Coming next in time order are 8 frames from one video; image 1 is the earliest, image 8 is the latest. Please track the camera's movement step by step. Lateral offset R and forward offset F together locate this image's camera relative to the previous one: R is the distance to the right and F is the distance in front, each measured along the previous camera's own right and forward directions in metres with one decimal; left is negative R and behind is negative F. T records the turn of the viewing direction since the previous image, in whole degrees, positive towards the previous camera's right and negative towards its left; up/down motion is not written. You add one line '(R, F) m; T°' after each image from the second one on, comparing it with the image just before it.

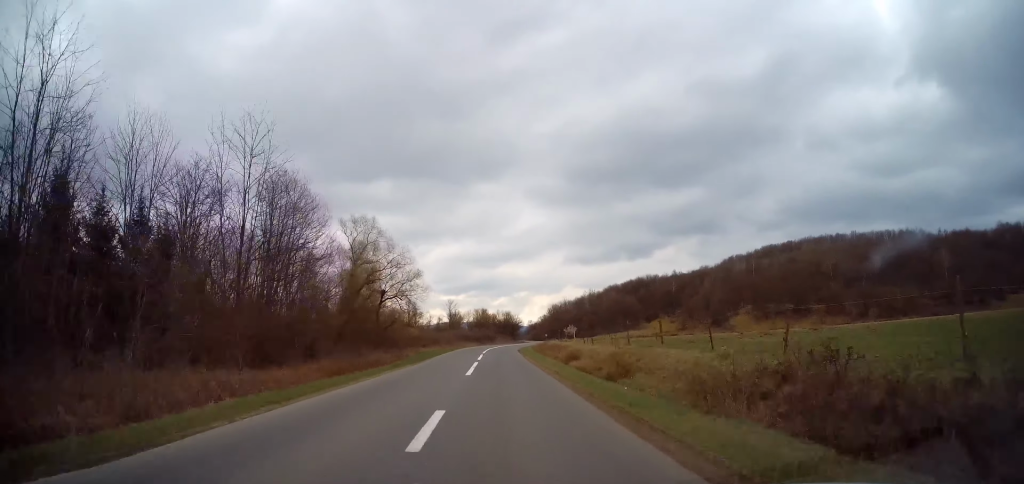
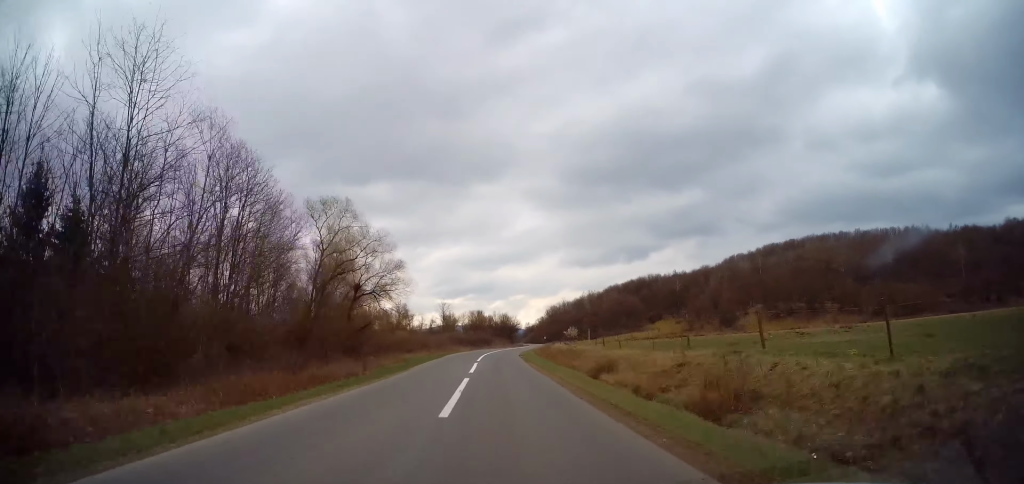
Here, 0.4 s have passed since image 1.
(+0.1, +9.1) m; +1°
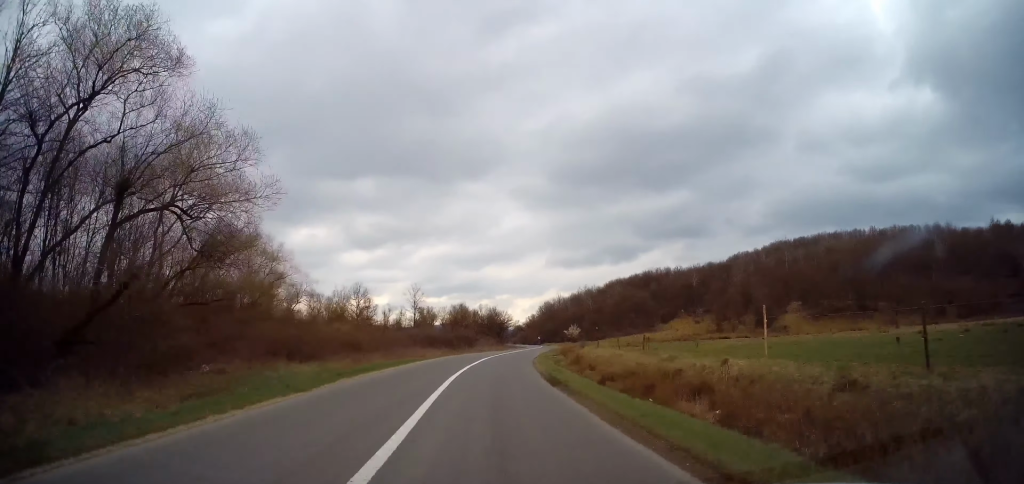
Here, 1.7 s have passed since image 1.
(+0.4, +29.1) m; +2°
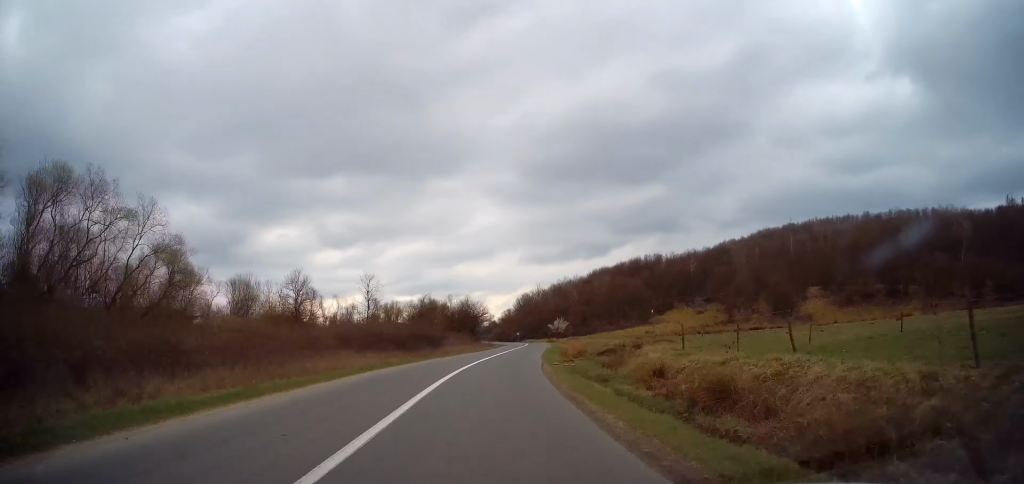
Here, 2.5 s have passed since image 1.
(+0.3, +19.7) m; +3°
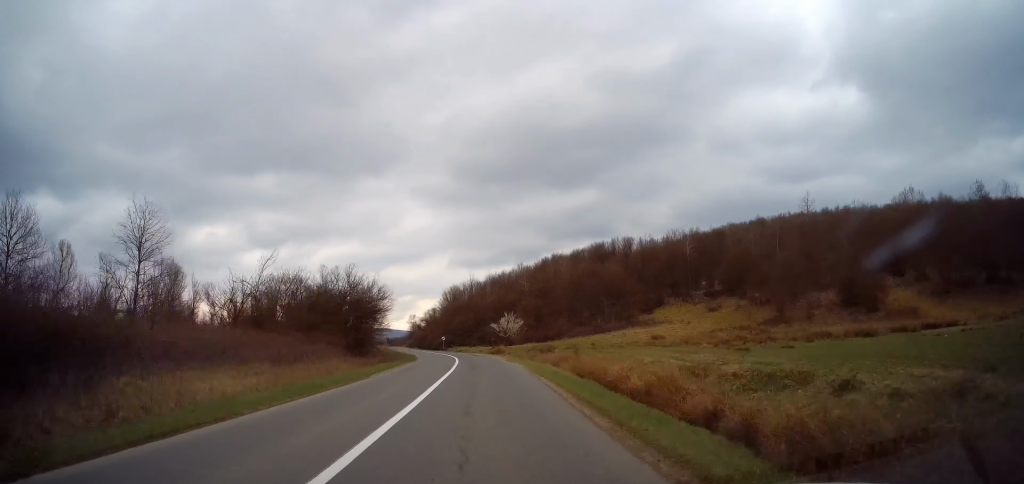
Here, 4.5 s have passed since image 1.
(+2.8, +43.5) m; +5°
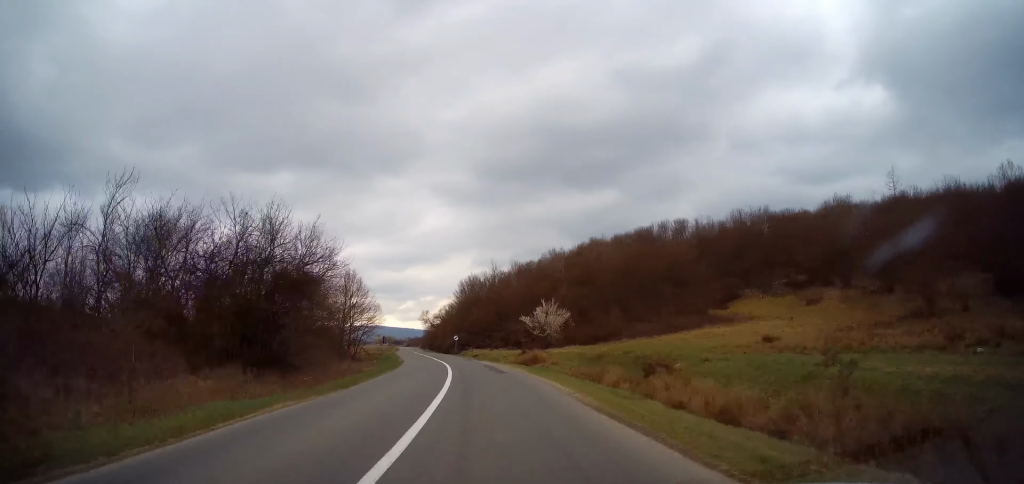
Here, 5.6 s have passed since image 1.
(+0.2, +23.7) m; -2°
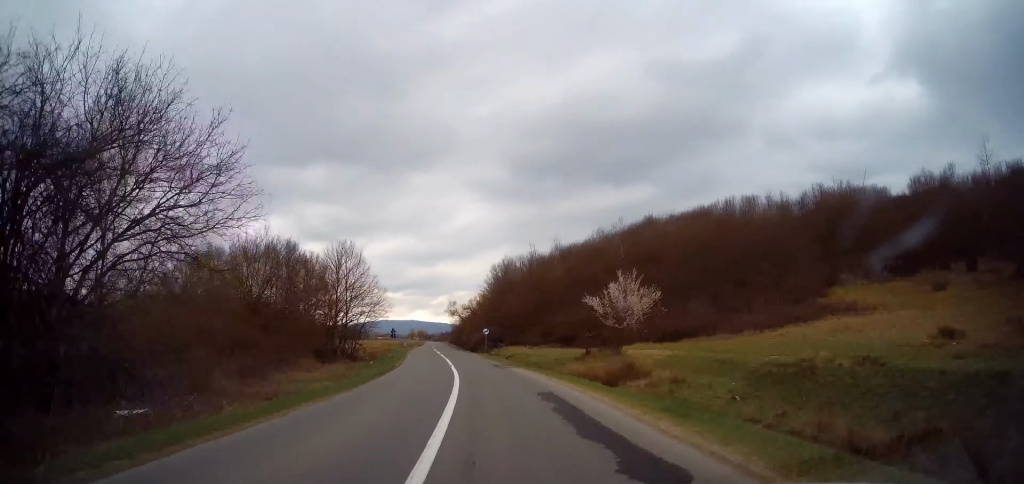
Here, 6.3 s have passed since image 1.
(-0.9, +17.2) m; -4°
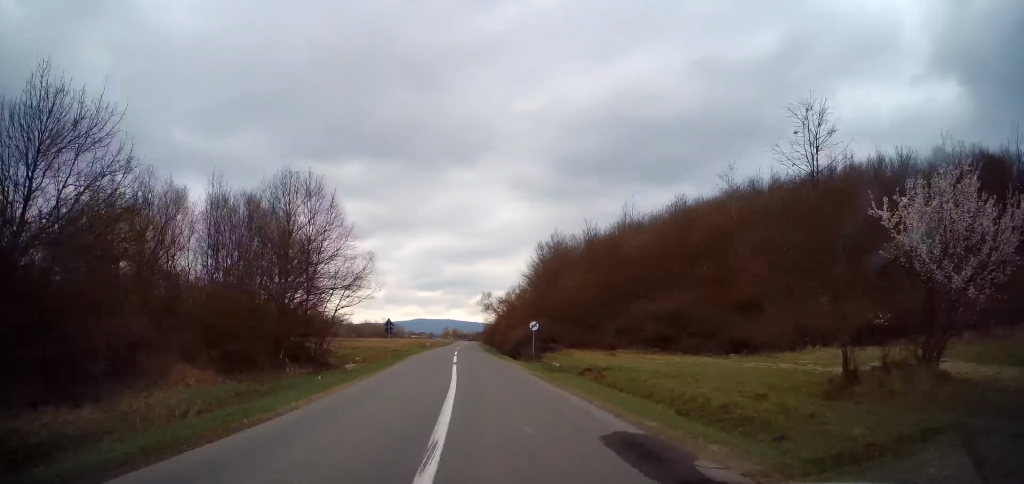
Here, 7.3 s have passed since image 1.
(-0.8, +22.1) m; -3°
